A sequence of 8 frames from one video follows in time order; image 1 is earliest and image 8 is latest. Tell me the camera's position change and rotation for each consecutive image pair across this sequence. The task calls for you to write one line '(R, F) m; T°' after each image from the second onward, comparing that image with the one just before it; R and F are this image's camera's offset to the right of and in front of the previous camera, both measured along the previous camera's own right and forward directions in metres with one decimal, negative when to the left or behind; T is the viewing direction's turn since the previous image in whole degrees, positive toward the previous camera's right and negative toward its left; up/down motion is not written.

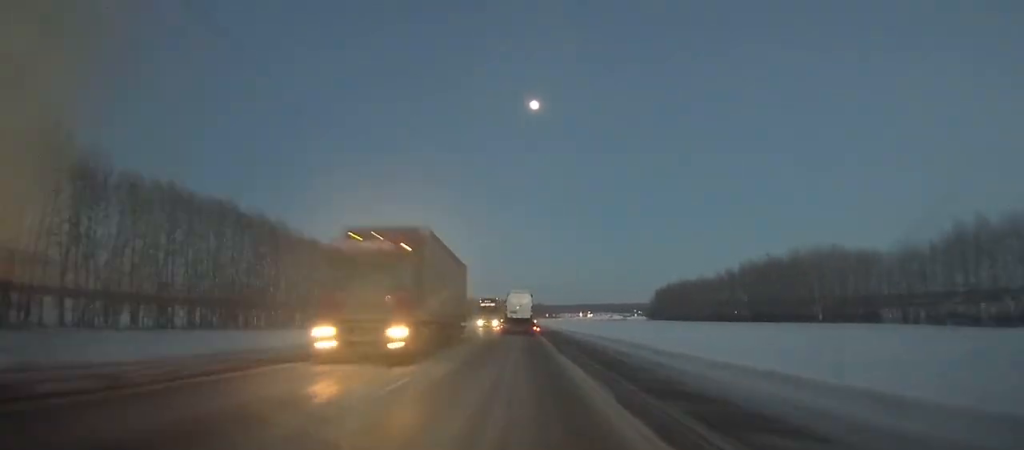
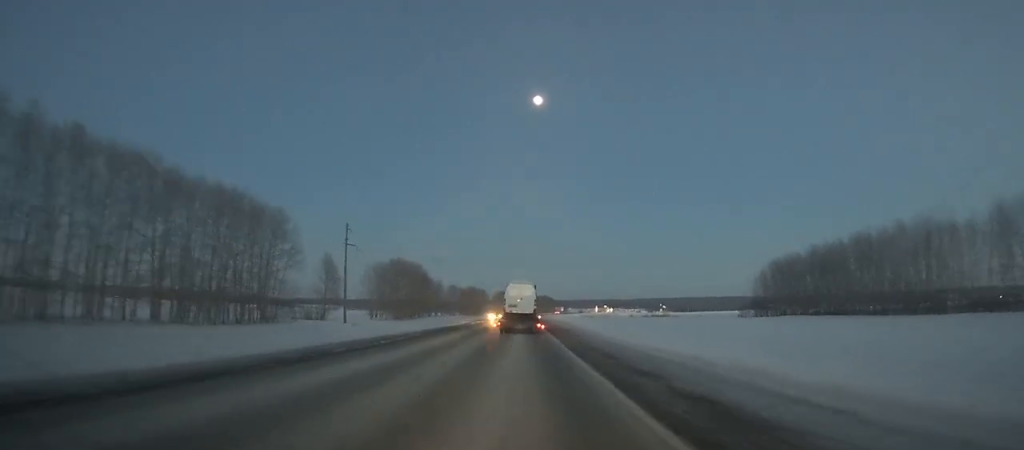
(-0.1, +134.1) m; 0°
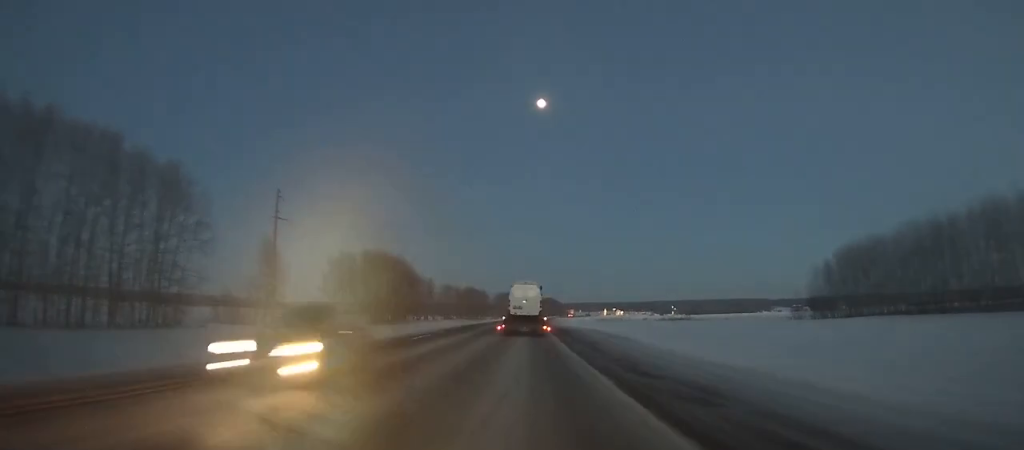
(0.0, +37.9) m; 0°
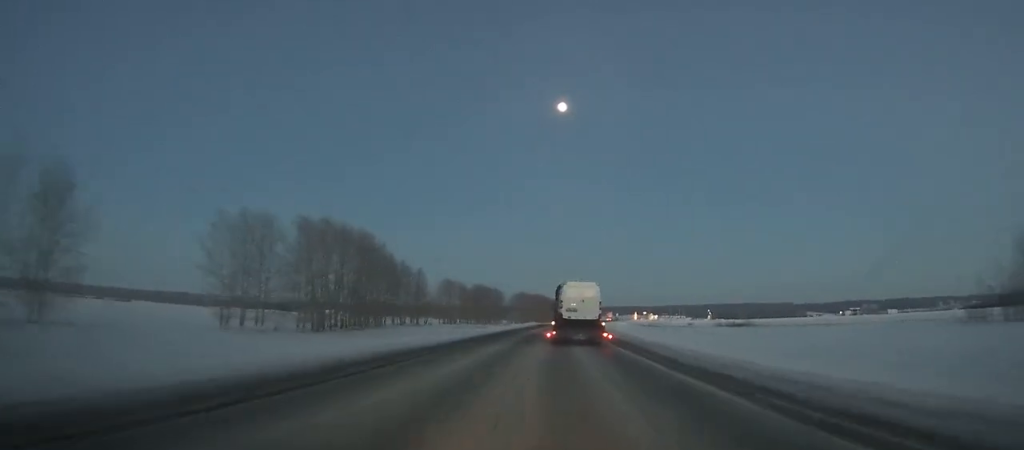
(-0.2, +61.0) m; 0°
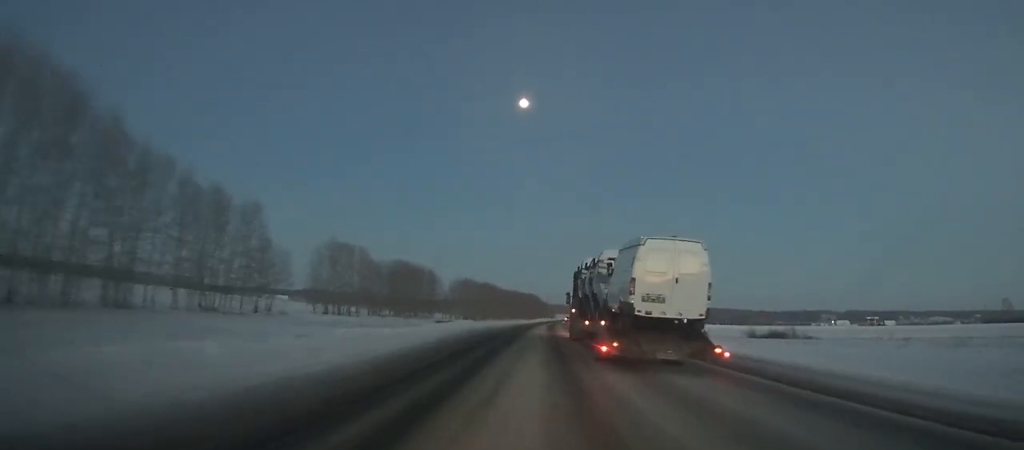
(+0.8, +82.9) m; +2°
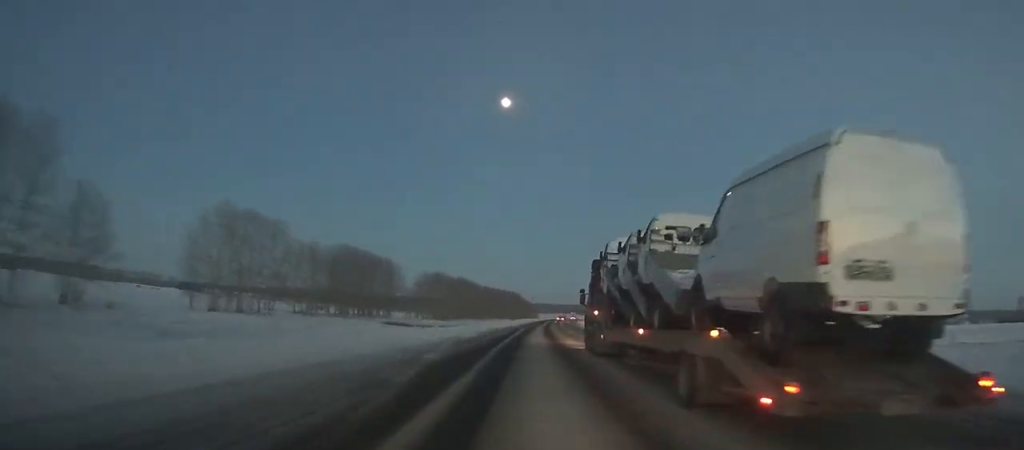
(+0.4, +40.7) m; +2°
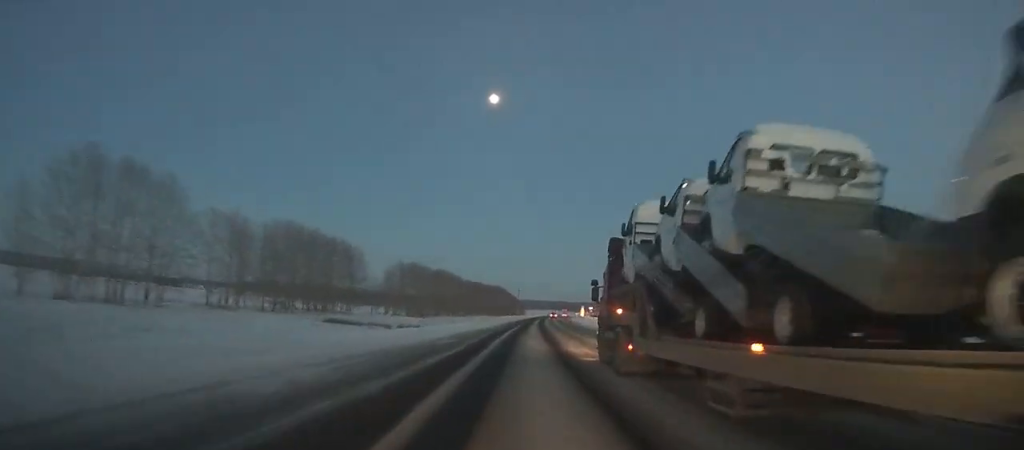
(+0.7, +29.7) m; +1°
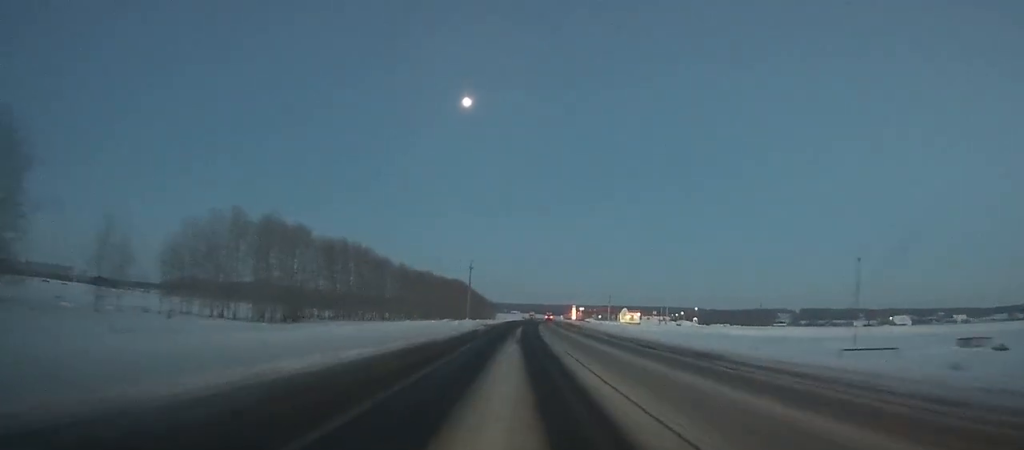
(+3.0, +105.5) m; +4°
